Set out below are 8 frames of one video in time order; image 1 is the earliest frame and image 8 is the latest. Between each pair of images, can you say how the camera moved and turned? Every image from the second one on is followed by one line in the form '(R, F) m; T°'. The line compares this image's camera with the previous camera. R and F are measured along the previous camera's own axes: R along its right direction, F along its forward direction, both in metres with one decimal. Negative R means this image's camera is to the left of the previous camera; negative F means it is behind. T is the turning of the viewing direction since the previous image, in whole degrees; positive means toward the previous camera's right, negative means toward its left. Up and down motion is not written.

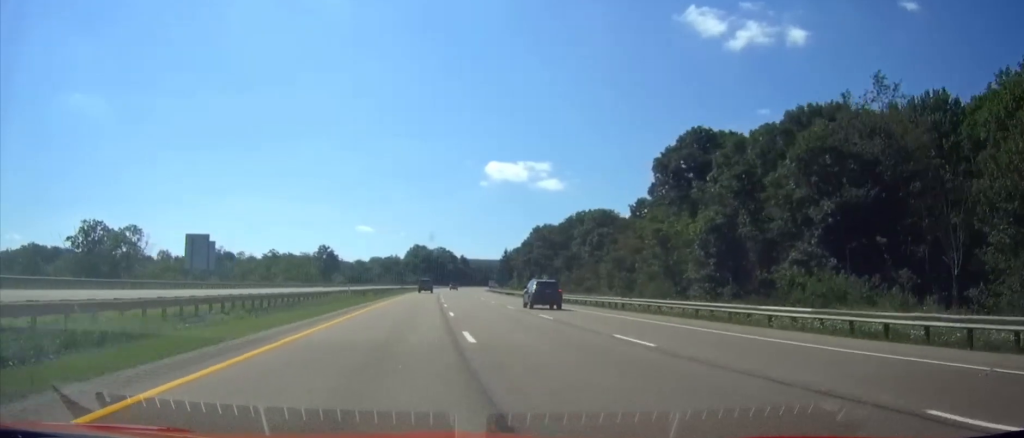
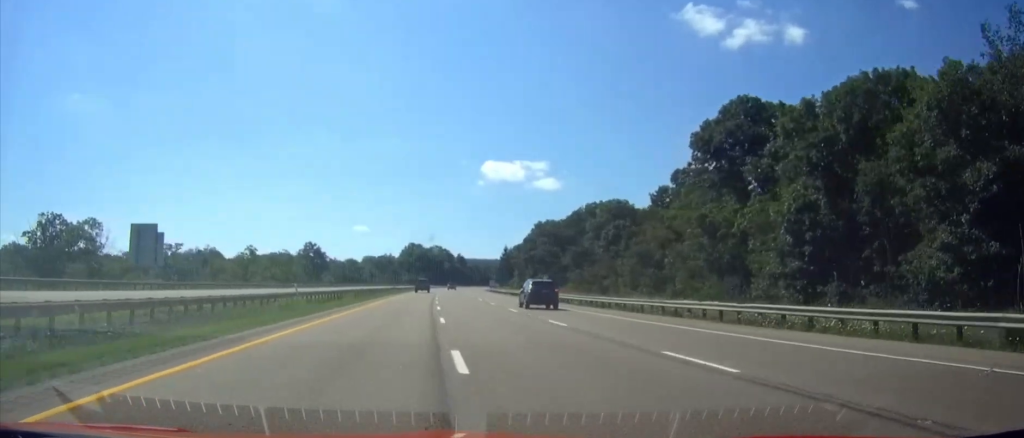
(0.0, +16.4) m; 0°
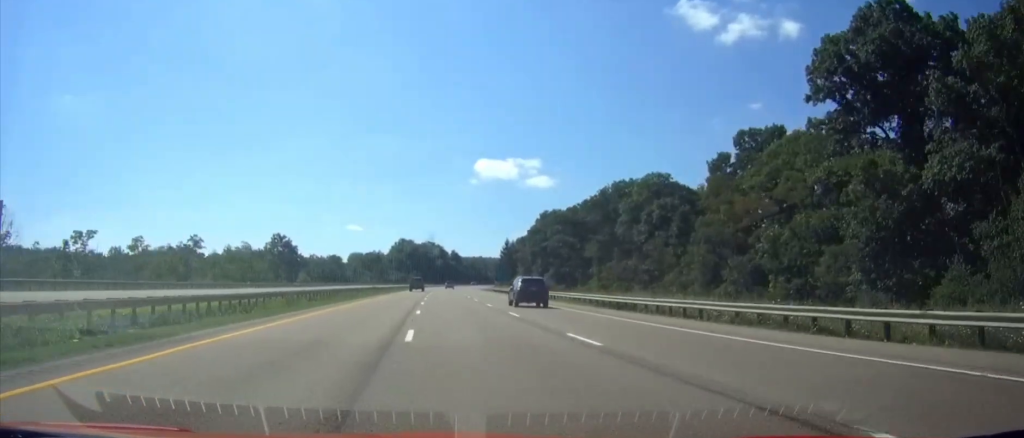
(0.0, +30.7) m; 0°
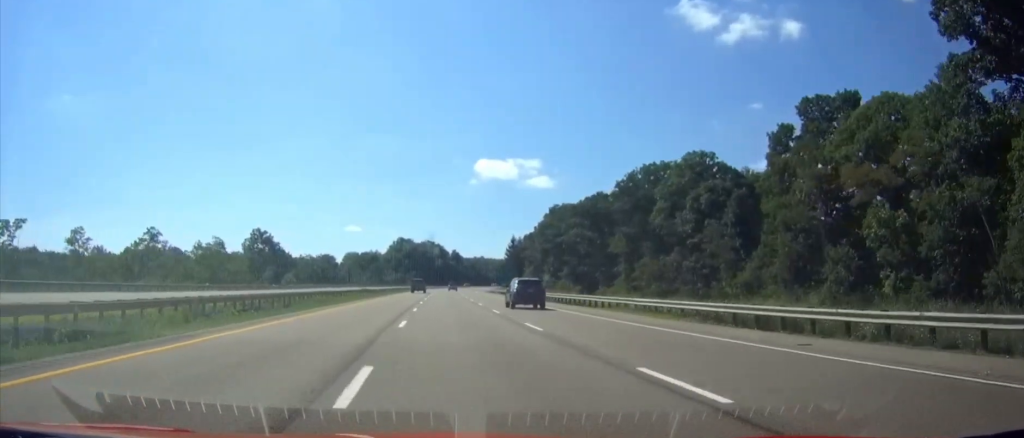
(0.0, +18.7) m; 0°
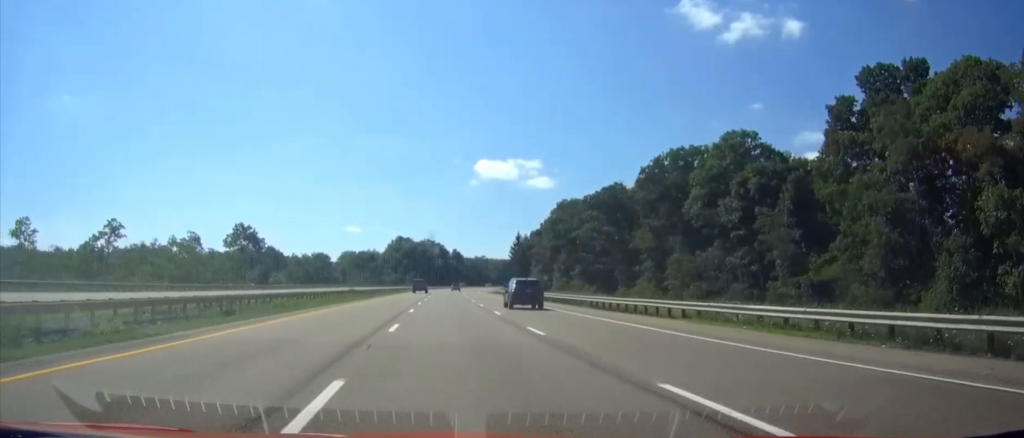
(0.0, +13.2) m; 0°
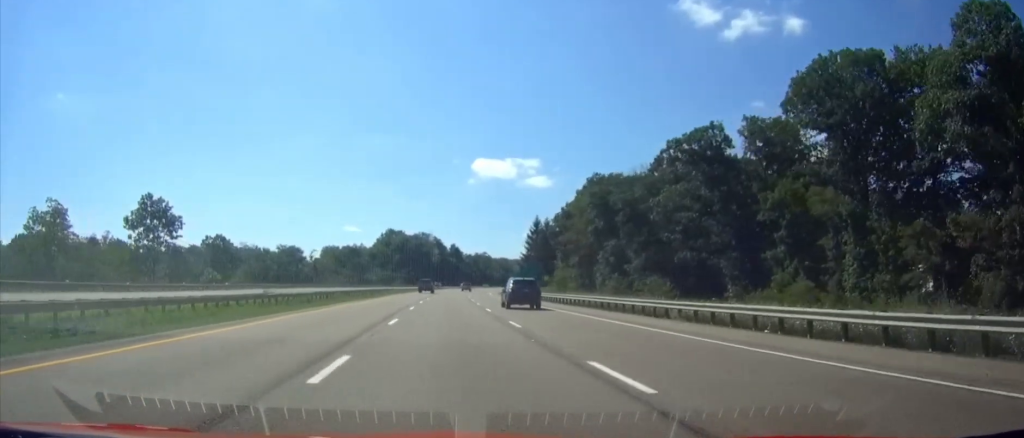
(0.0, +43.9) m; 0°
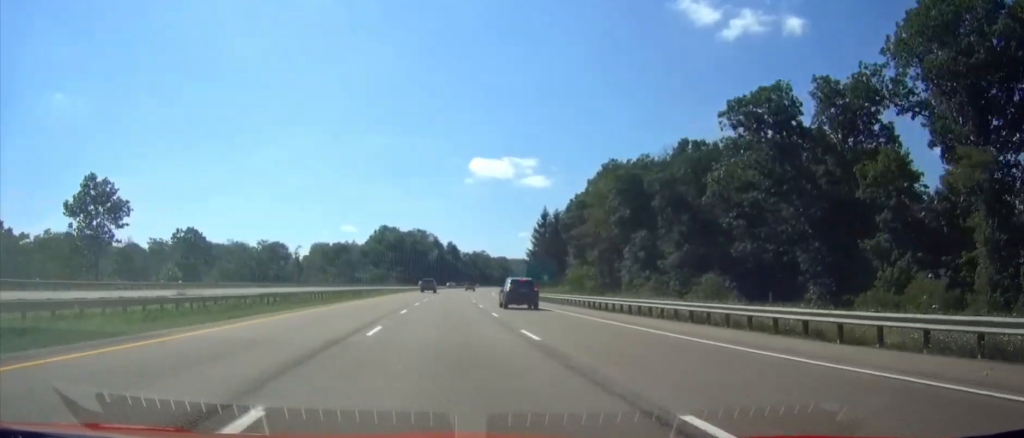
(0.0, +16.5) m; 0°
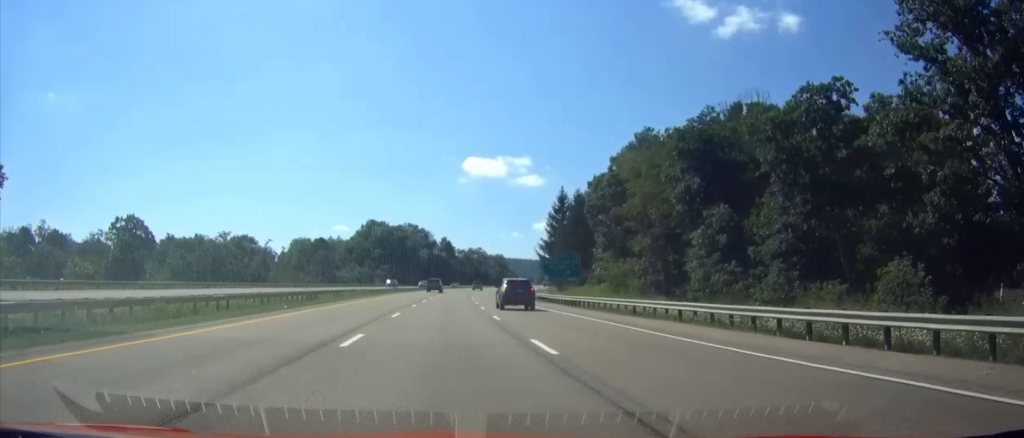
(0.0, +26.4) m; 0°
